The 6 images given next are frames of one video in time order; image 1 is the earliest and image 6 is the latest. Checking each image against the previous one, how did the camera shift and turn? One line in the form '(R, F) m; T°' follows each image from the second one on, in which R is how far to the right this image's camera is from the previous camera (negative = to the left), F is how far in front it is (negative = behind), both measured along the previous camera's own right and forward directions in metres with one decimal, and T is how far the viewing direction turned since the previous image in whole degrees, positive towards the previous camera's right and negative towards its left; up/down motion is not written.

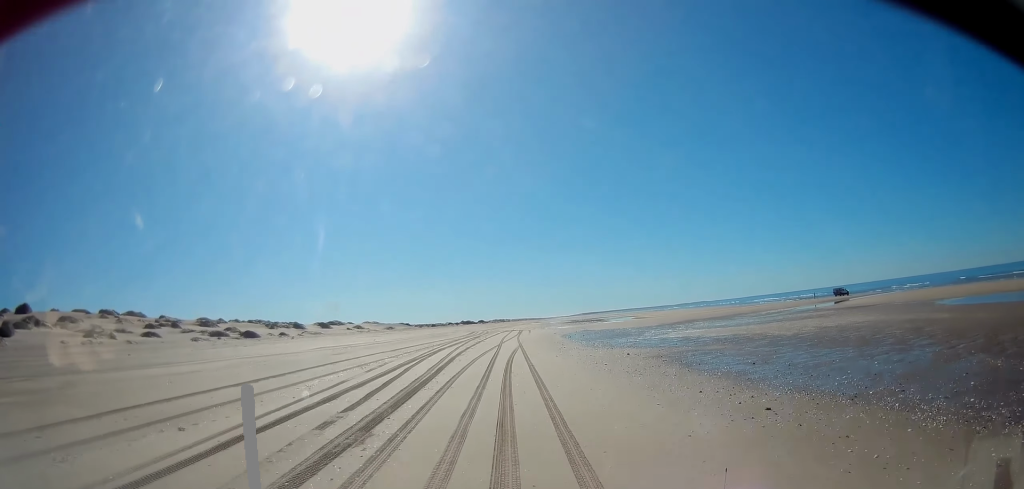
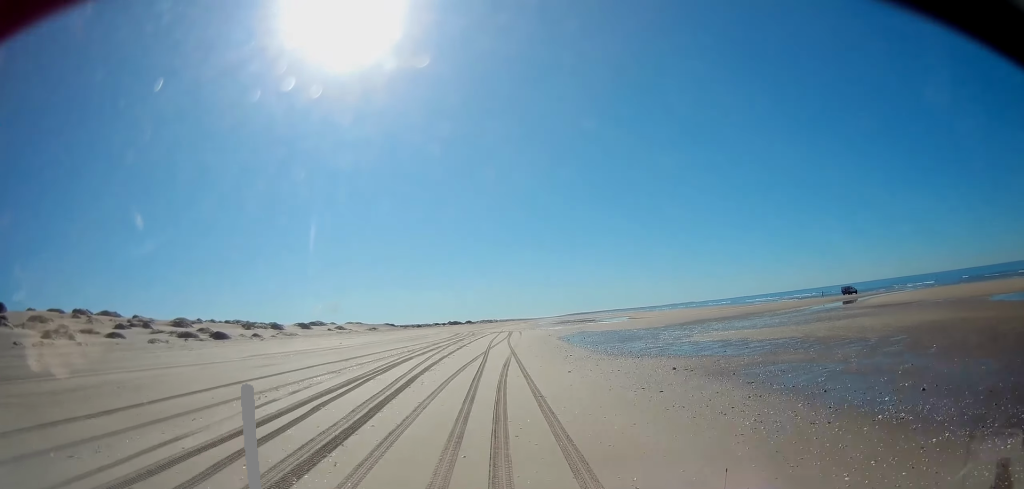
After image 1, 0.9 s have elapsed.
(-0.1, +10.7) m; 0°
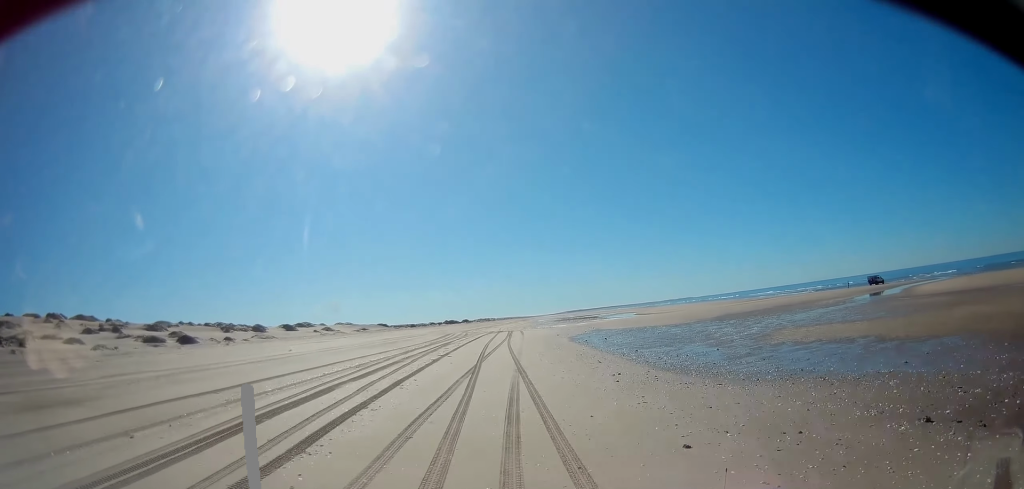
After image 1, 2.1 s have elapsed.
(0.0, +14.7) m; 0°
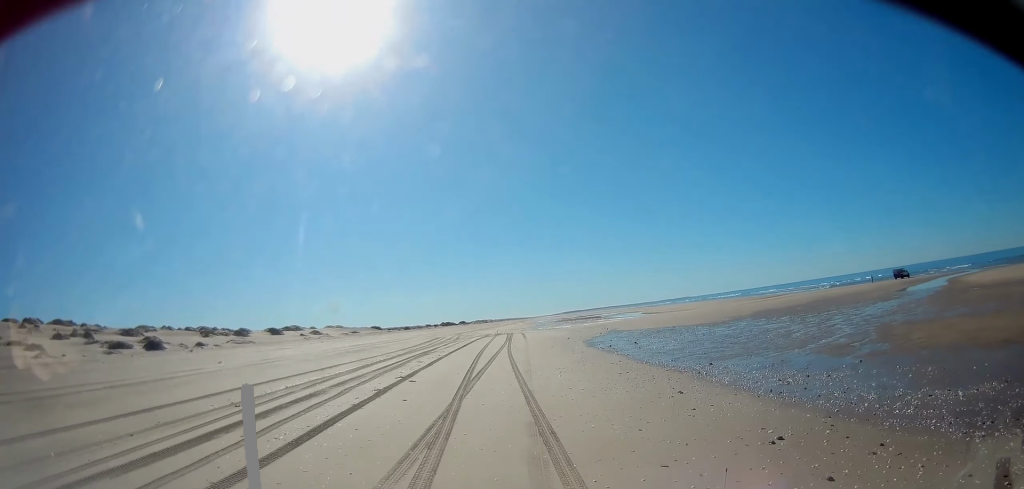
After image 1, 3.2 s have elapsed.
(0.0, +12.3) m; 0°
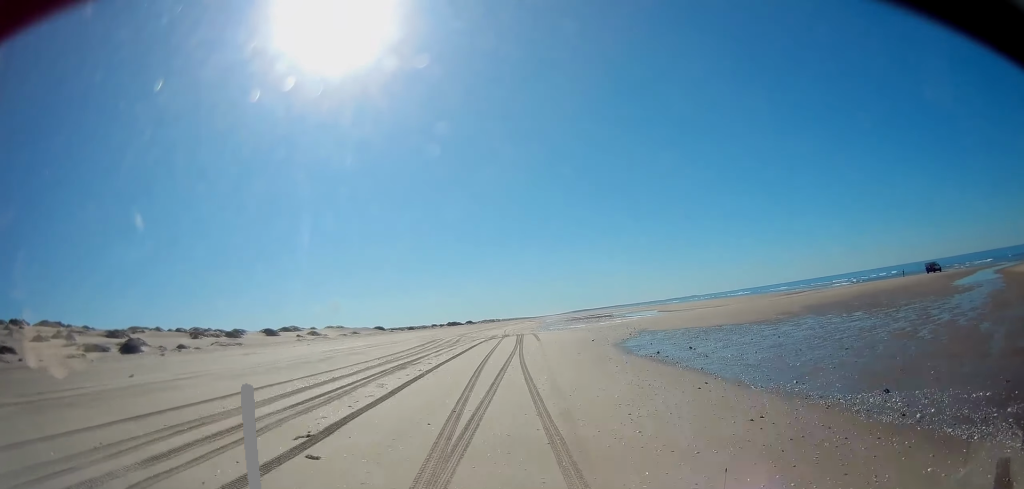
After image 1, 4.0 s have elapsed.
(0.0, +10.3) m; 0°
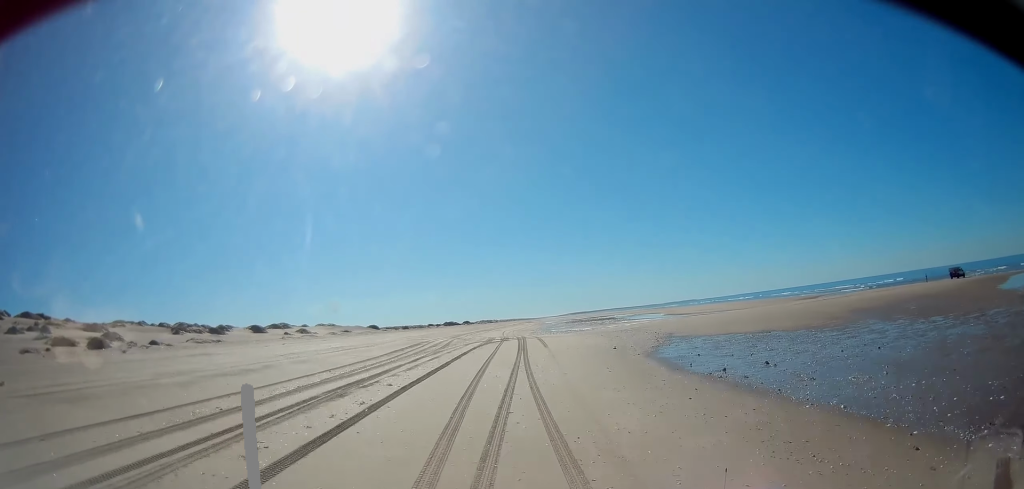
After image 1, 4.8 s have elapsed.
(0.0, +8.9) m; +2°
